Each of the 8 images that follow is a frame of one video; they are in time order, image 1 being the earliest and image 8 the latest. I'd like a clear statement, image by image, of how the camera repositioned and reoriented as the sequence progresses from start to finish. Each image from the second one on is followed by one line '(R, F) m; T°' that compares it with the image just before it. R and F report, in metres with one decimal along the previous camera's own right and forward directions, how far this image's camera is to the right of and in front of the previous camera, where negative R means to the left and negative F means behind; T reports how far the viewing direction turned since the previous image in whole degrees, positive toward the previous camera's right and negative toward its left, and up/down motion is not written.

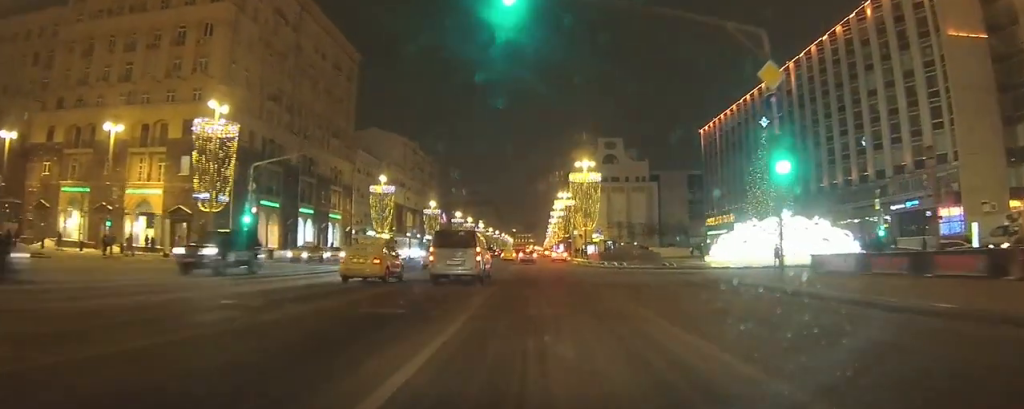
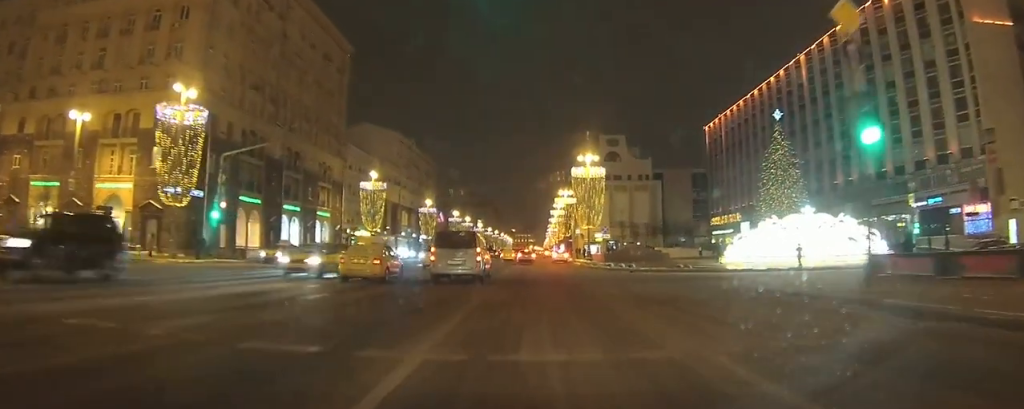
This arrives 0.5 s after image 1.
(0.0, +4.6) m; 0°
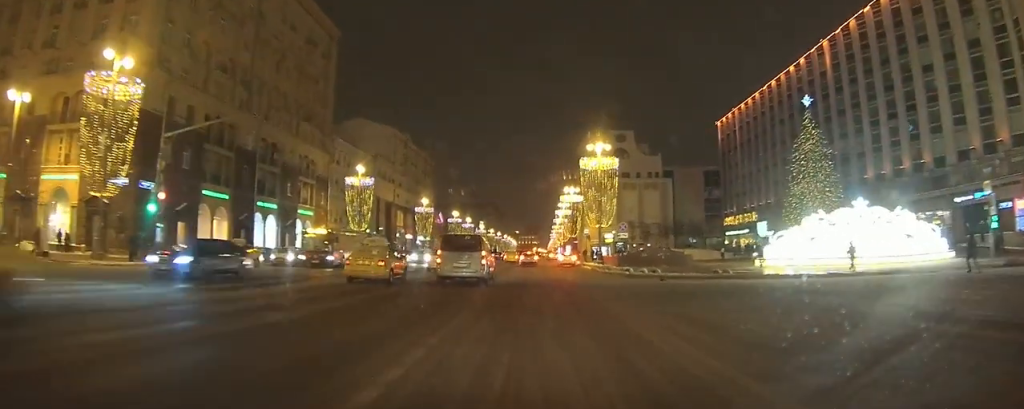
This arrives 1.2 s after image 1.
(0.0, +7.3) m; -1°
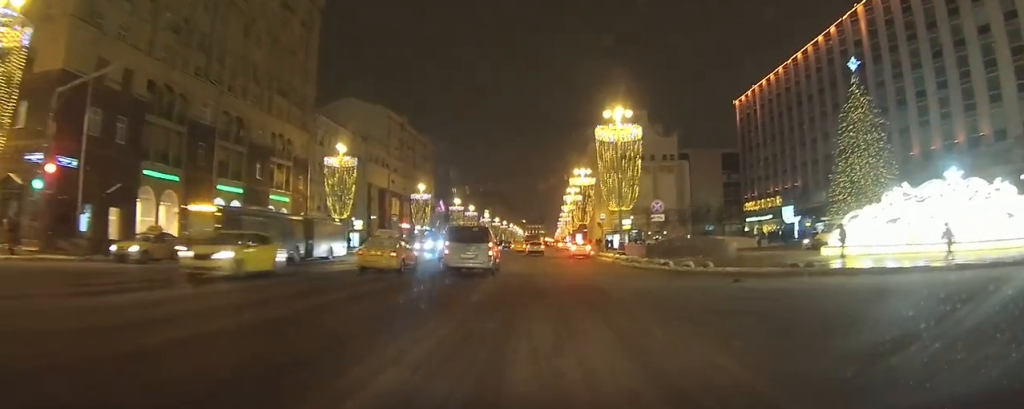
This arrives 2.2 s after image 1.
(-0.1, +8.3) m; -1°
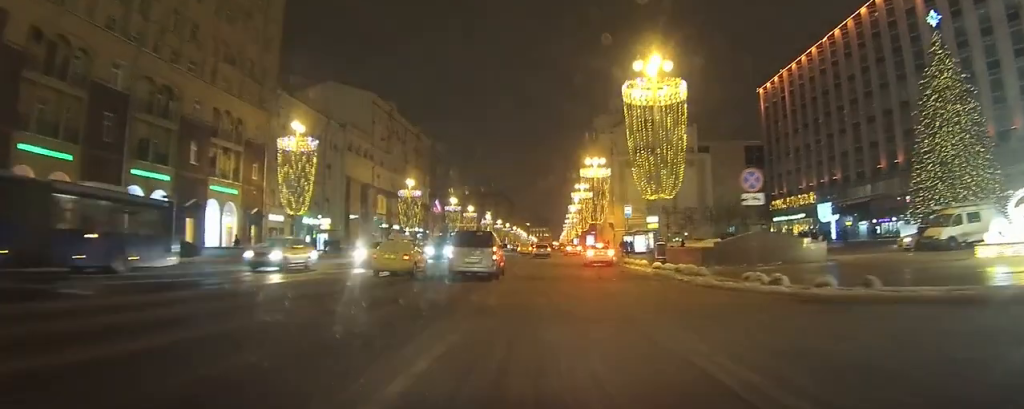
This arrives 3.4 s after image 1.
(-0.1, +11.9) m; -1°
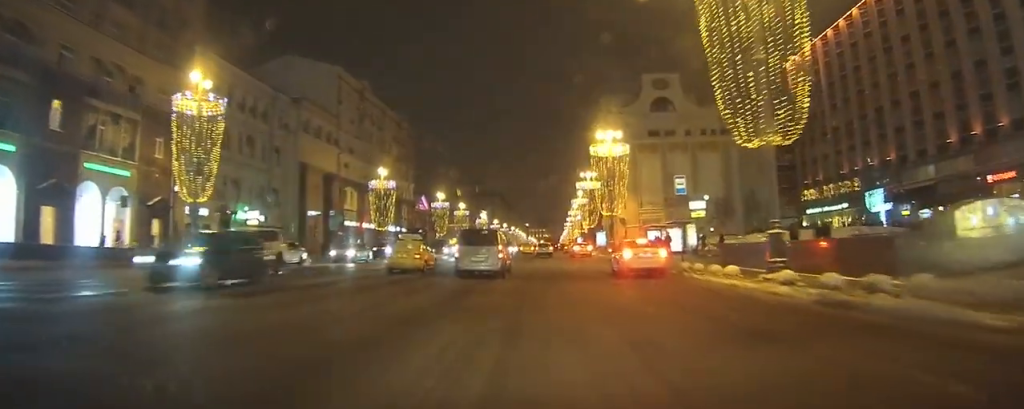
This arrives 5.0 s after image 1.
(0.0, +15.4) m; +1°
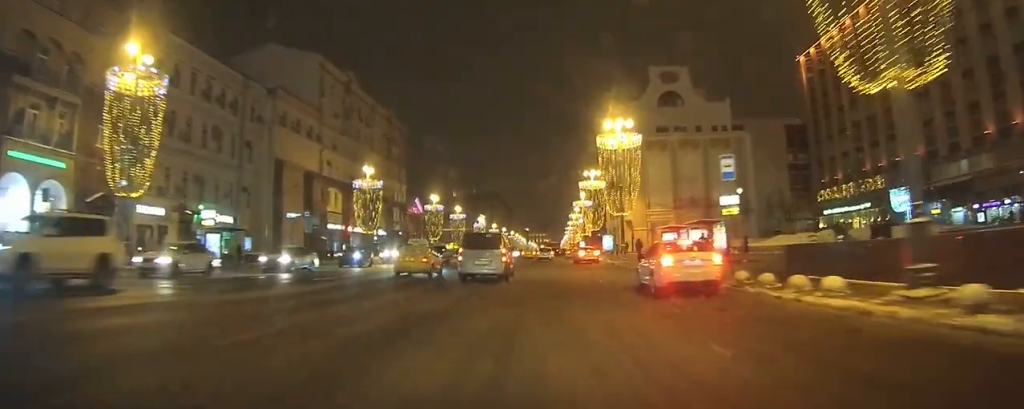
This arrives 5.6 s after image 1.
(+0.1, +6.7) m; 0°
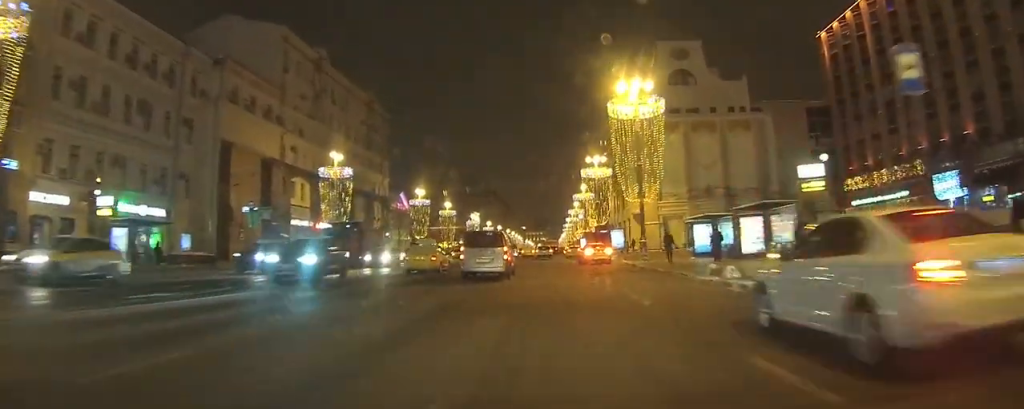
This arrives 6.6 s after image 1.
(0.0, +10.7) m; +1°
